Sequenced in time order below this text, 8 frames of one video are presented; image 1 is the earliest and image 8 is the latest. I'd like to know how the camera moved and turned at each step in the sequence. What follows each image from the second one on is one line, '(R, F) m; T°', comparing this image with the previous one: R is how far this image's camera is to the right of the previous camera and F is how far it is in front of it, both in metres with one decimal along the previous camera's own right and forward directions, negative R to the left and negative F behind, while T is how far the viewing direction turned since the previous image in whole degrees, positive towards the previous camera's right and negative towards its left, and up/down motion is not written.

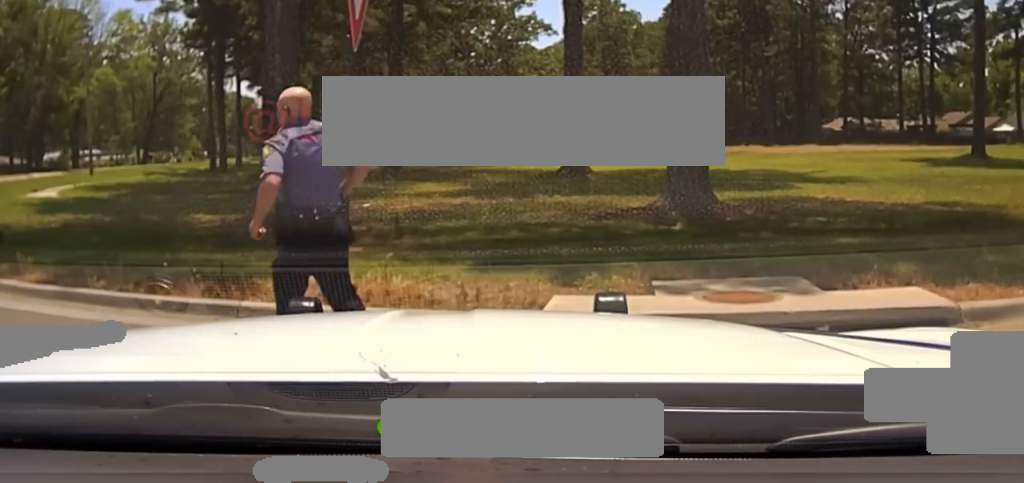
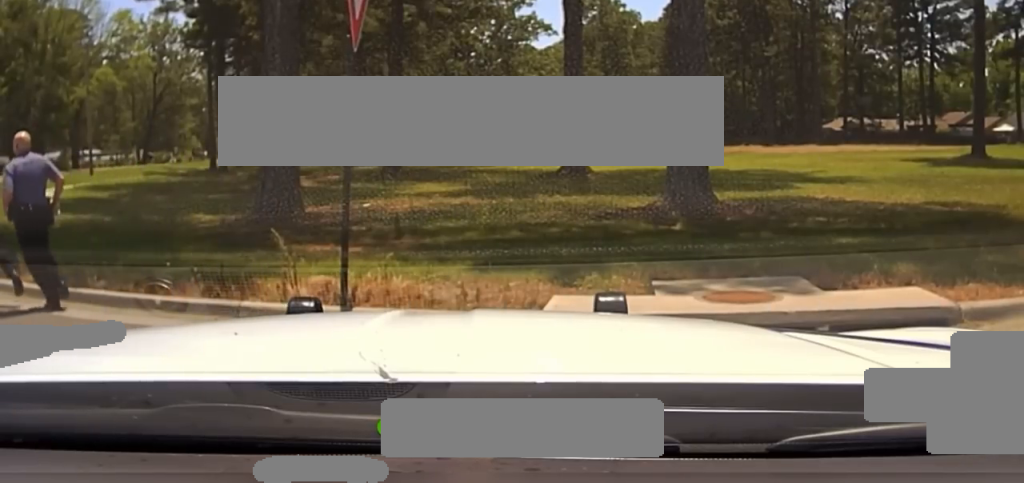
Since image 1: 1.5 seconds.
(0.0, 0.0) m; 0°
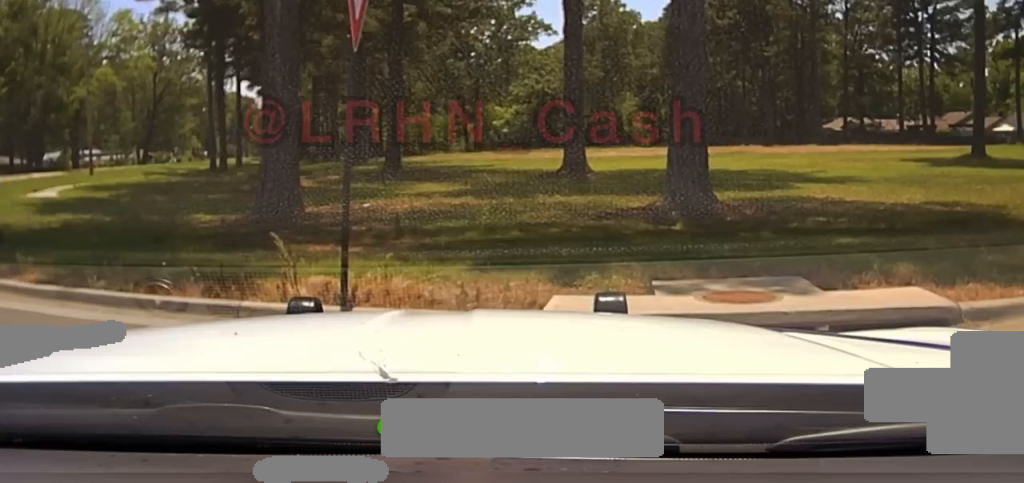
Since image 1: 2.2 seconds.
(0.0, 0.0) m; 0°
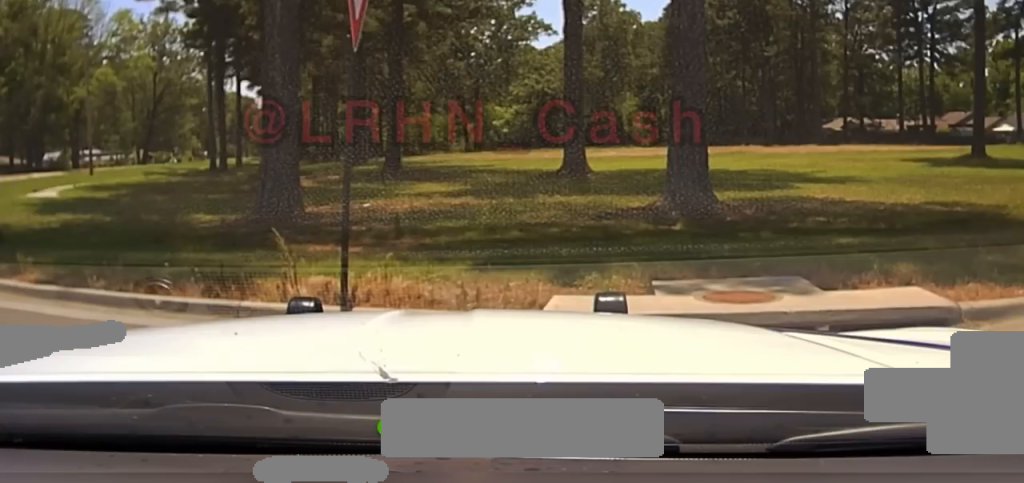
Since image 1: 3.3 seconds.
(0.0, 0.0) m; 0°
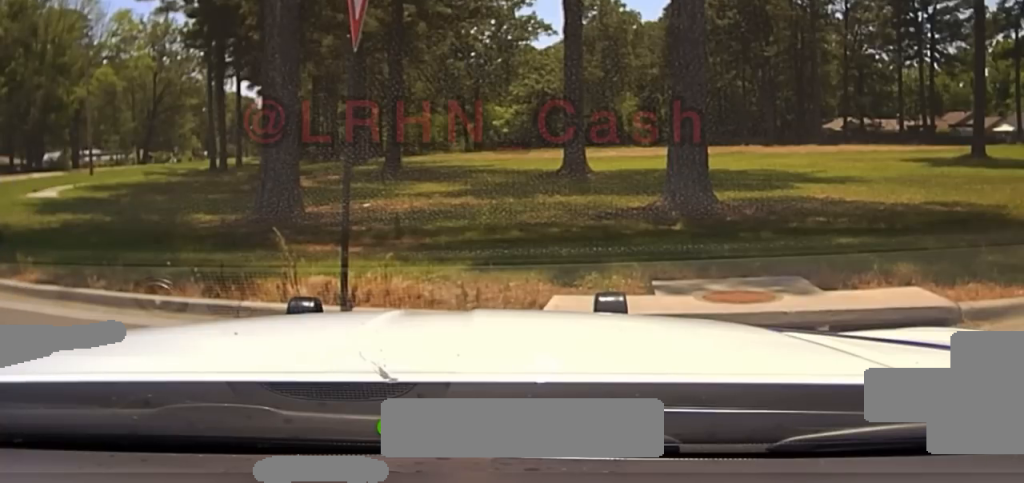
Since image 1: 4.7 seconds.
(0.0, 0.0) m; 0°
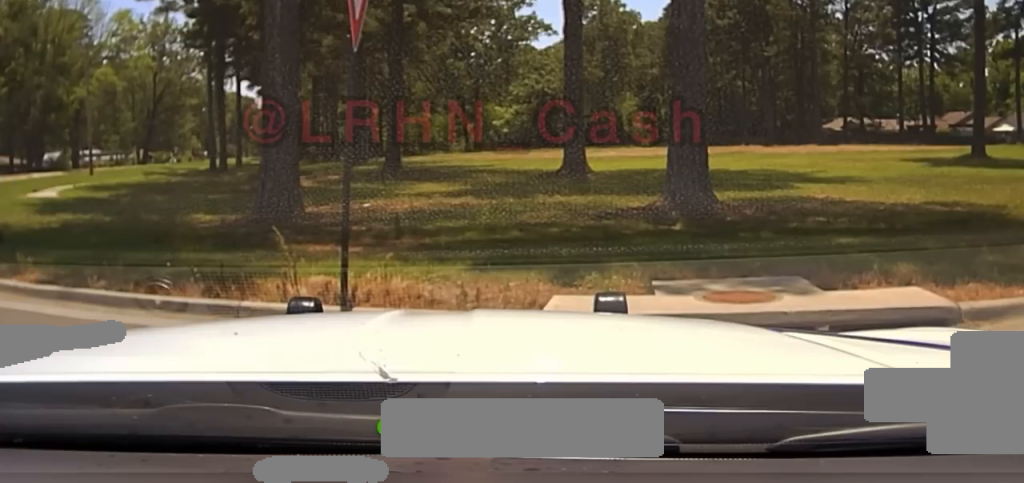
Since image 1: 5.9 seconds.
(0.0, 0.0) m; 0°
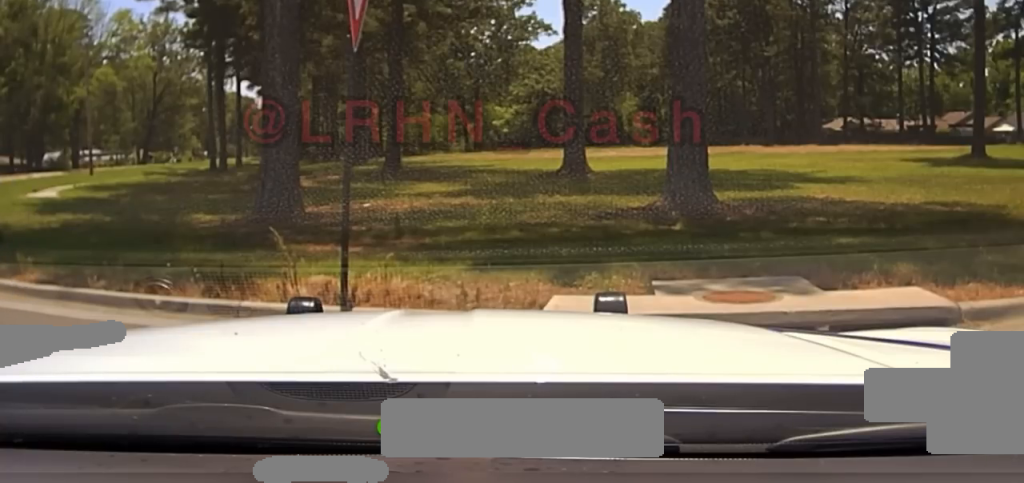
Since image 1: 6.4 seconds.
(0.0, 0.0) m; 0°
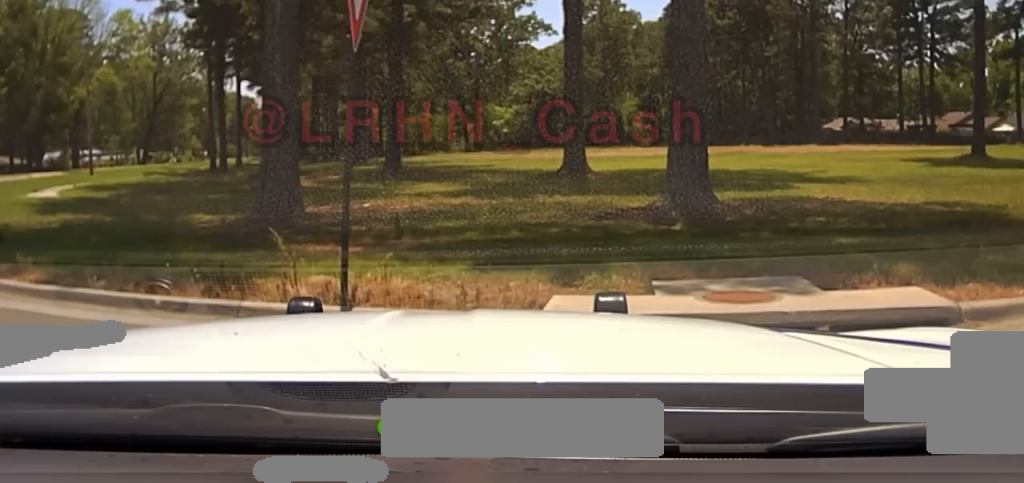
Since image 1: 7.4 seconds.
(0.0, 0.0) m; 0°
